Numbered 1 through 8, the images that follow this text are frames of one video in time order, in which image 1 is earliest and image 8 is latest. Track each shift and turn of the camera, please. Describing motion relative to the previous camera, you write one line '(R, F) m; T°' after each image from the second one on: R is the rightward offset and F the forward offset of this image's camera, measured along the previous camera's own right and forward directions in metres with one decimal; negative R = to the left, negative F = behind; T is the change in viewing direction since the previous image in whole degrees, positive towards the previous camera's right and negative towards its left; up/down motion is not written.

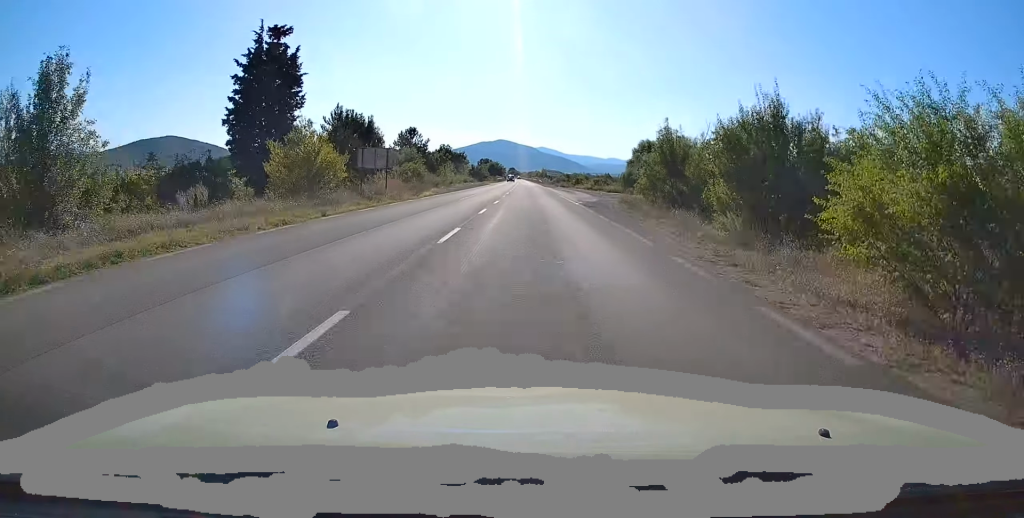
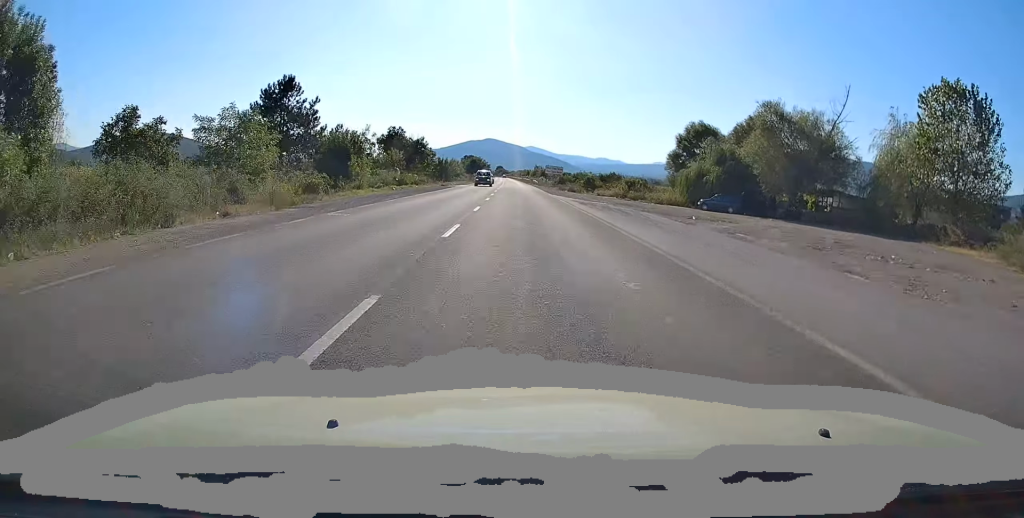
(0.0, +43.5) m; +1°
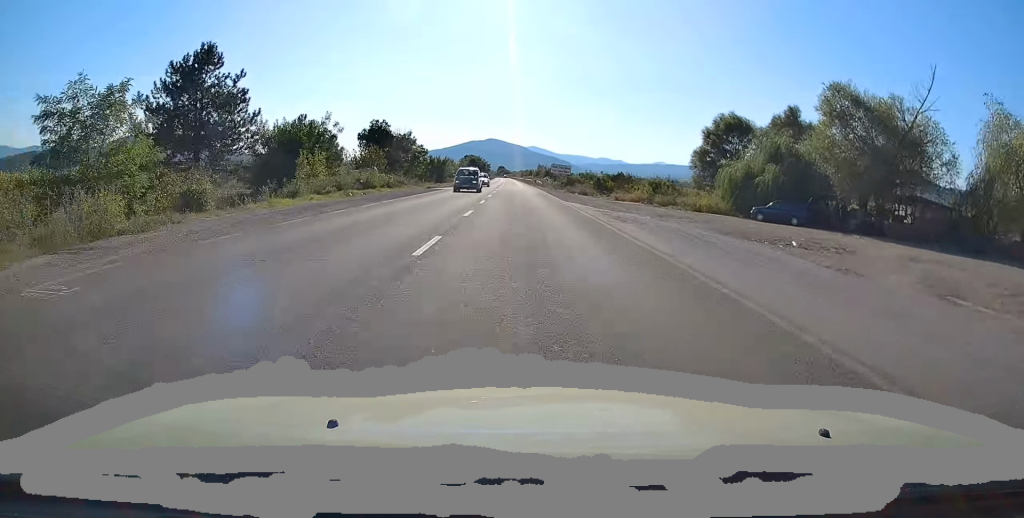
(+0.2, +11.8) m; 0°
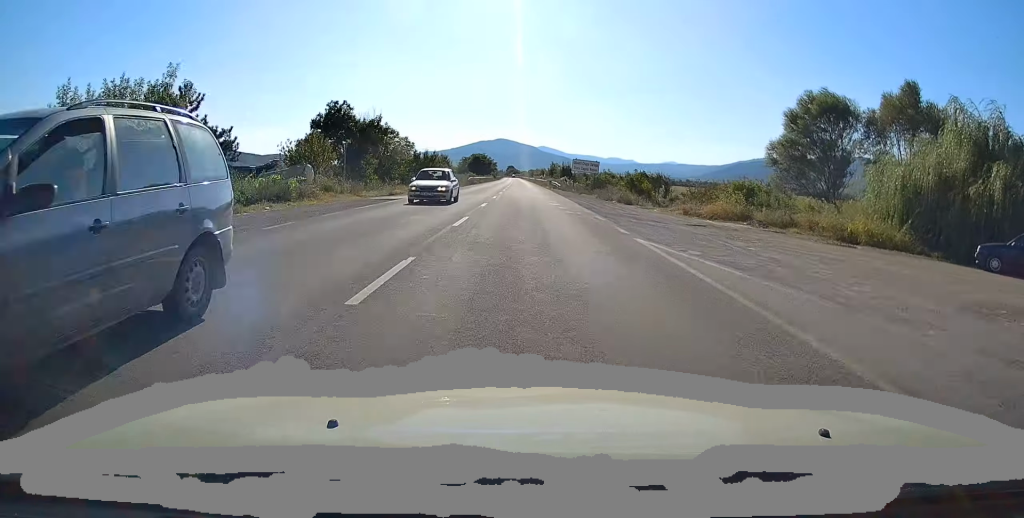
(0.0, +21.2) m; -1°
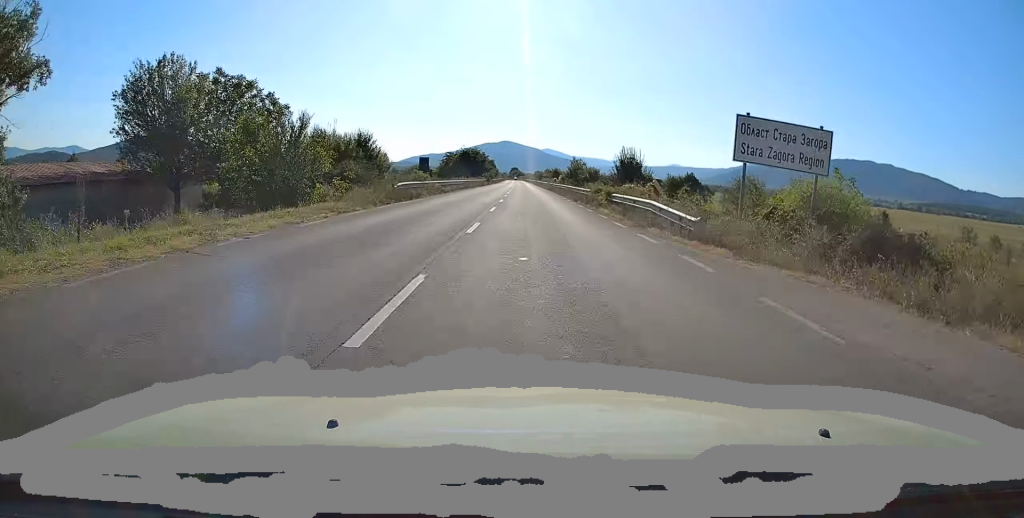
(-1.1, +46.2) m; -1°
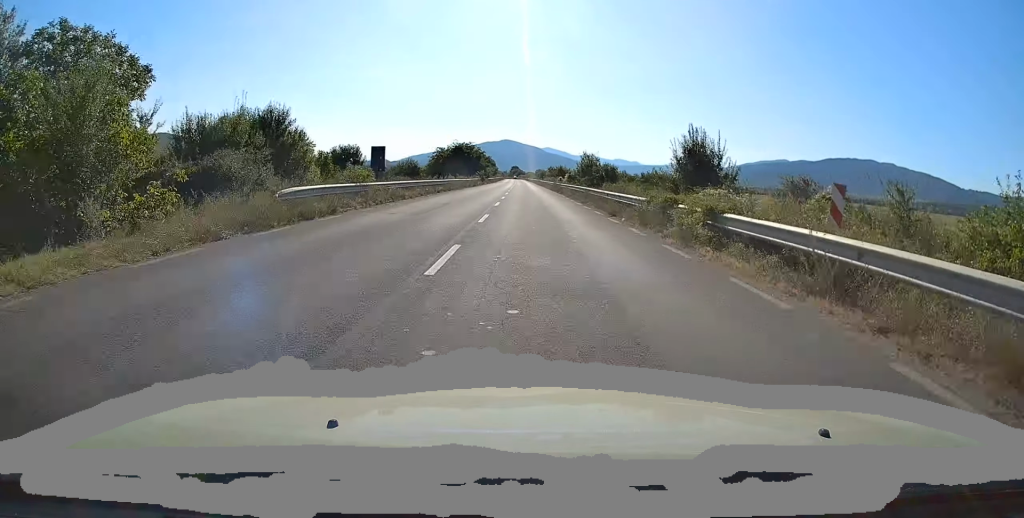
(+0.2, +14.9) m; +1°
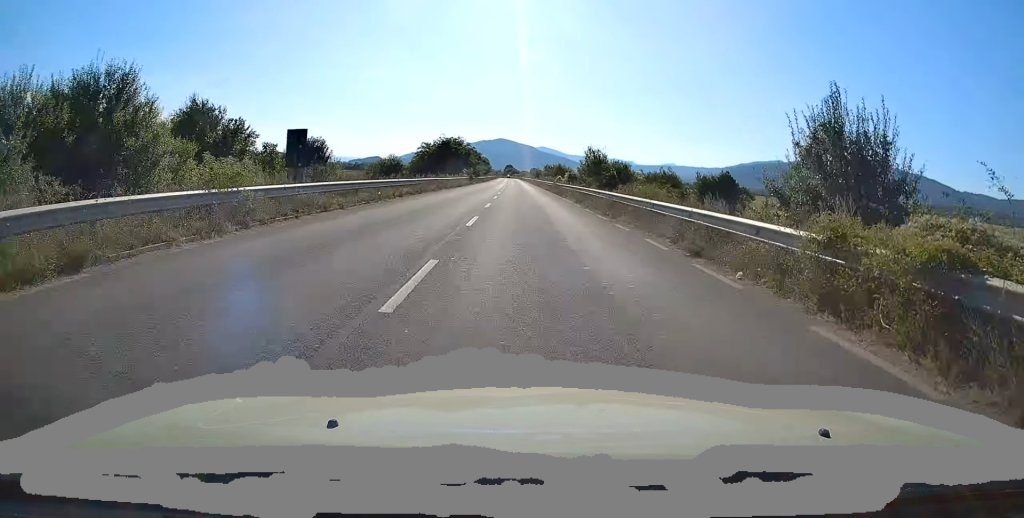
(0.0, +10.9) m; 0°
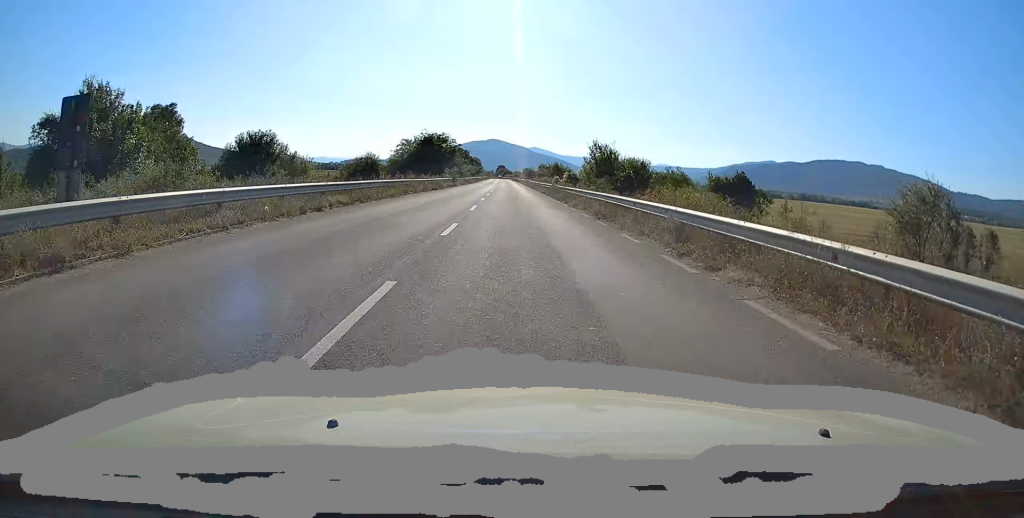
(0.0, +11.0) m; 0°
